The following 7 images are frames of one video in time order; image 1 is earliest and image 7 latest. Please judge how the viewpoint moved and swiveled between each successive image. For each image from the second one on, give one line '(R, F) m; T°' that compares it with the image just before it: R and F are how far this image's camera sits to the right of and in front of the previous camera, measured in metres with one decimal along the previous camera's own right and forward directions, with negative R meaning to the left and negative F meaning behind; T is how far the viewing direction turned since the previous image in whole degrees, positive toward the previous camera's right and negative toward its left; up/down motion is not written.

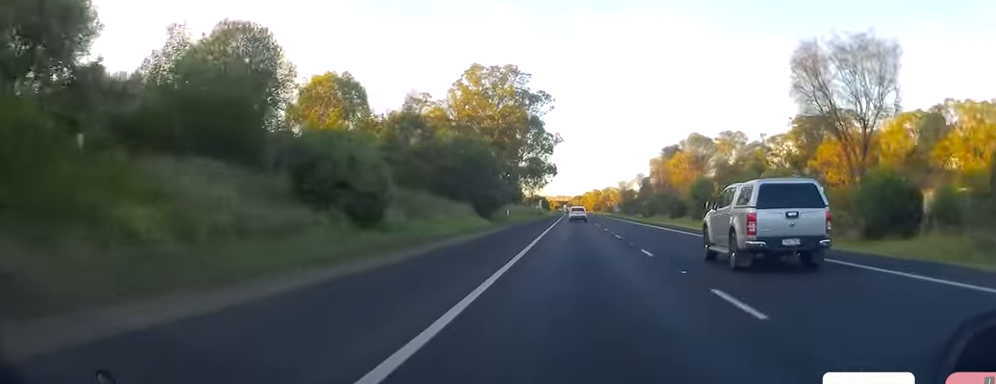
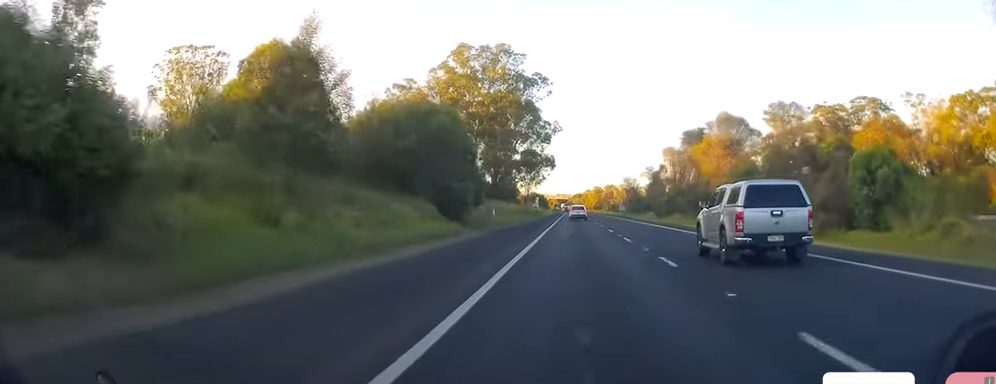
(0.0, +16.2) m; +1°
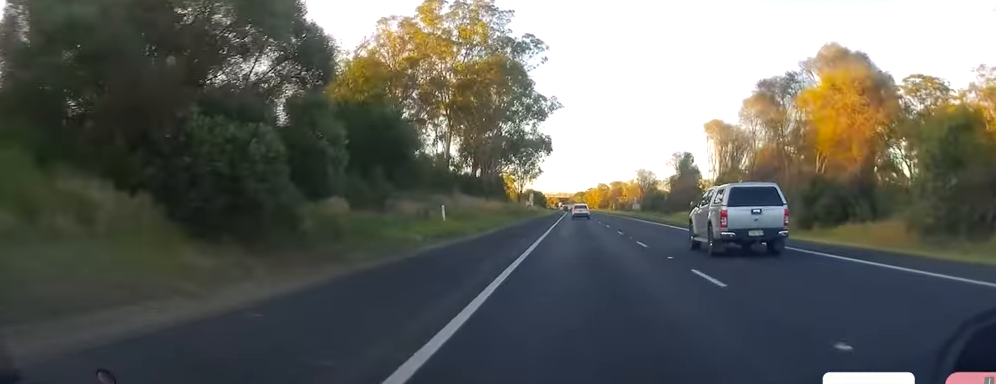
(+0.8, +28.5) m; +1°
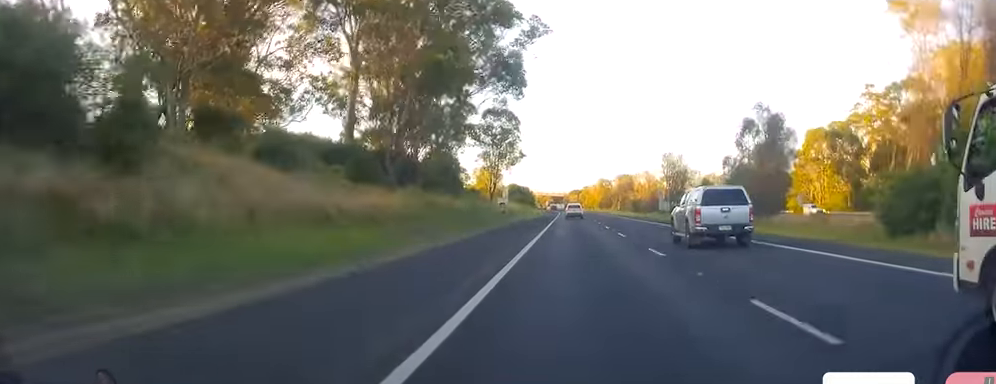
(-0.8, +40.7) m; -1°
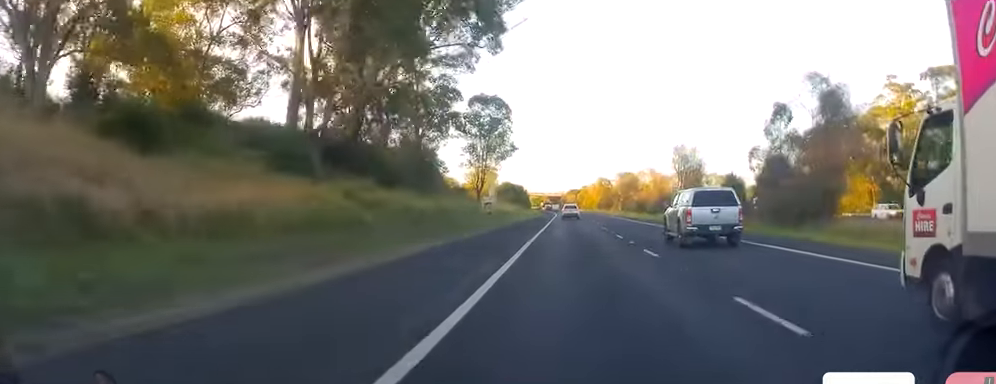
(-0.1, +11.3) m; 0°
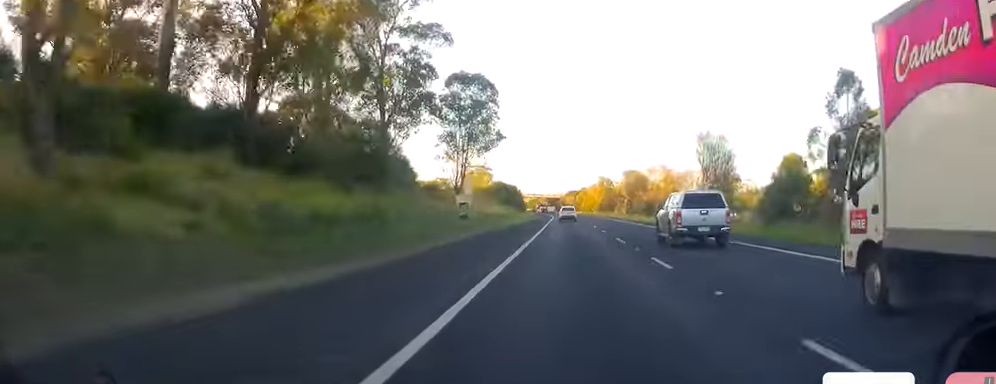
(+0.4, +15.2) m; +1°
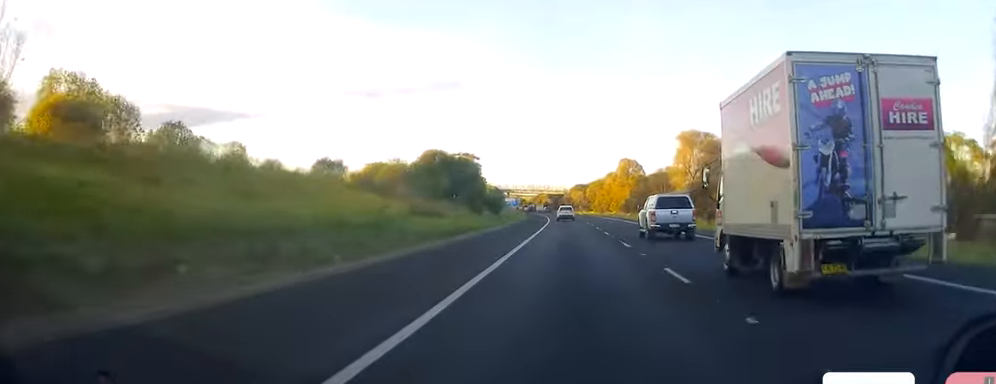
(+0.6, +62.7) m; -1°
